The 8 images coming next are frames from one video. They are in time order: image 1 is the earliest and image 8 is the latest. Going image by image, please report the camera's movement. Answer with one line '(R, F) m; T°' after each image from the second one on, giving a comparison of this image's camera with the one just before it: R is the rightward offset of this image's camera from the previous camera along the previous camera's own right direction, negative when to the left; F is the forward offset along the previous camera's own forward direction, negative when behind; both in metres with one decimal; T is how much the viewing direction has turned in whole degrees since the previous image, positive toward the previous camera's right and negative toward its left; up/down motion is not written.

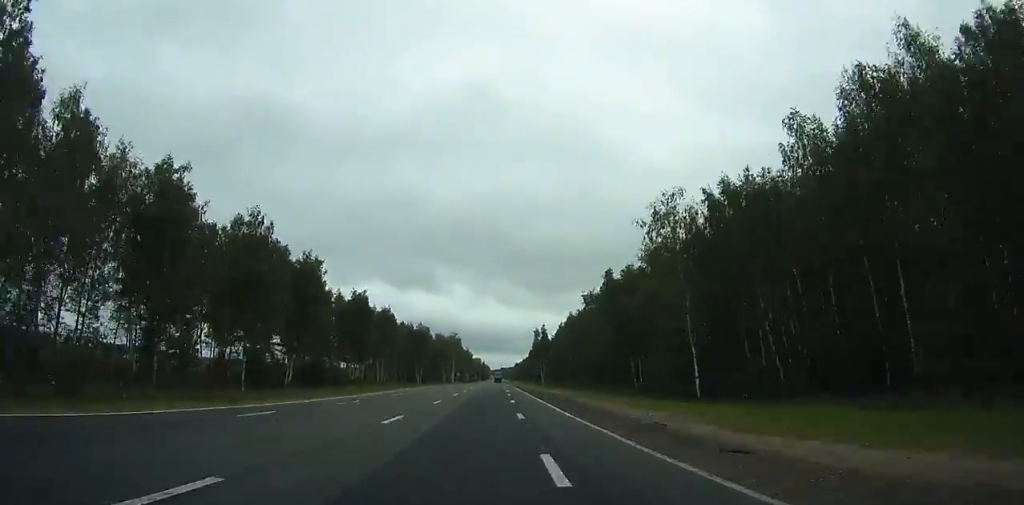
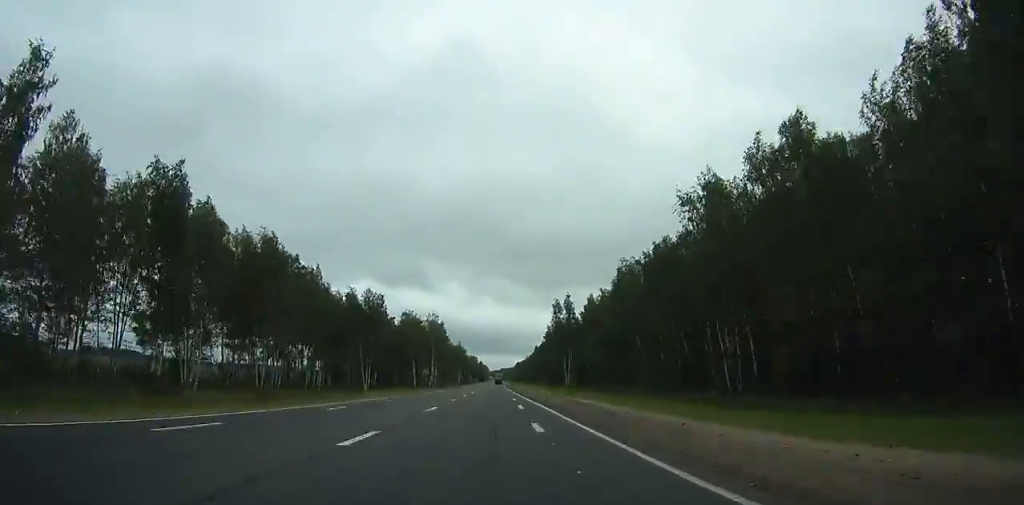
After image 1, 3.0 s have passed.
(+0.3, +76.8) m; 0°
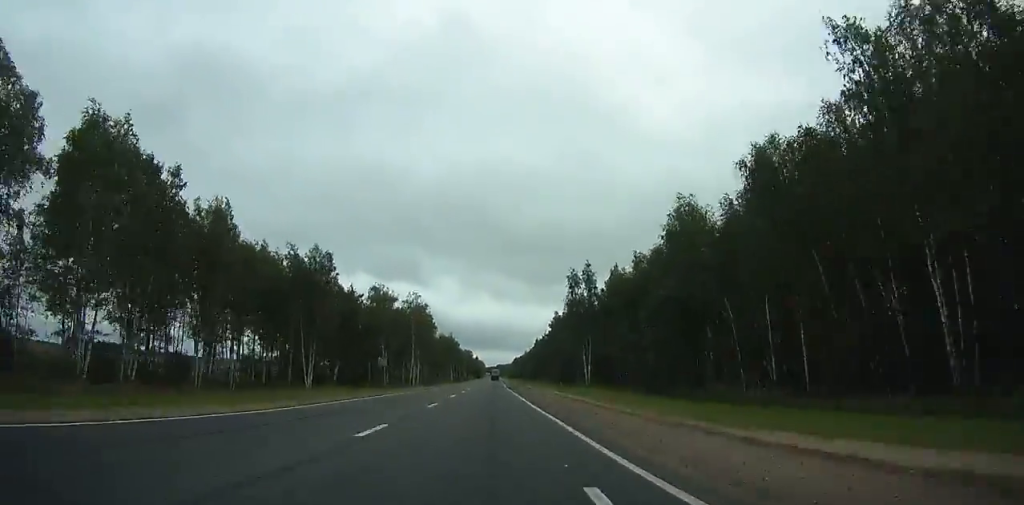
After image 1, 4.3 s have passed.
(+0.1, +33.3) m; 0°
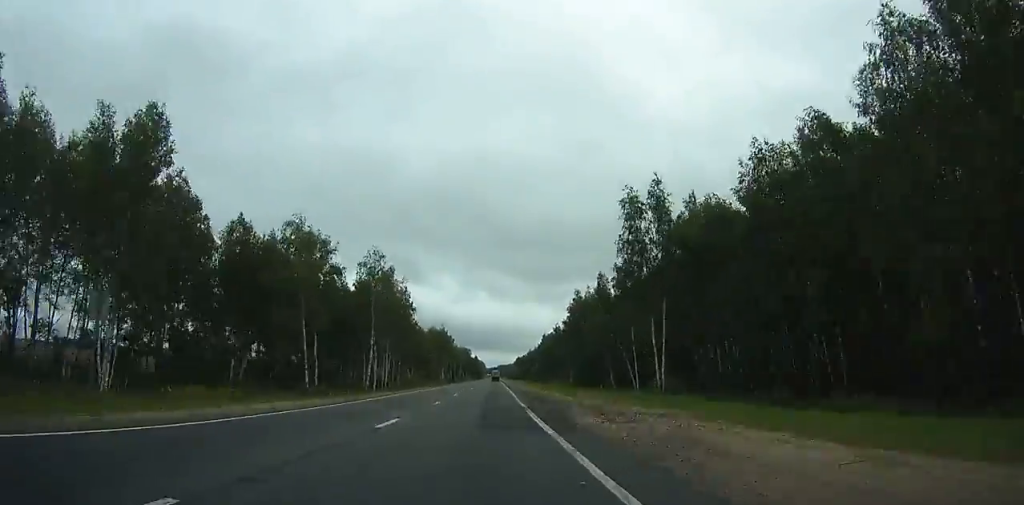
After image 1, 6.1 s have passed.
(+0.1, +46.2) m; 0°
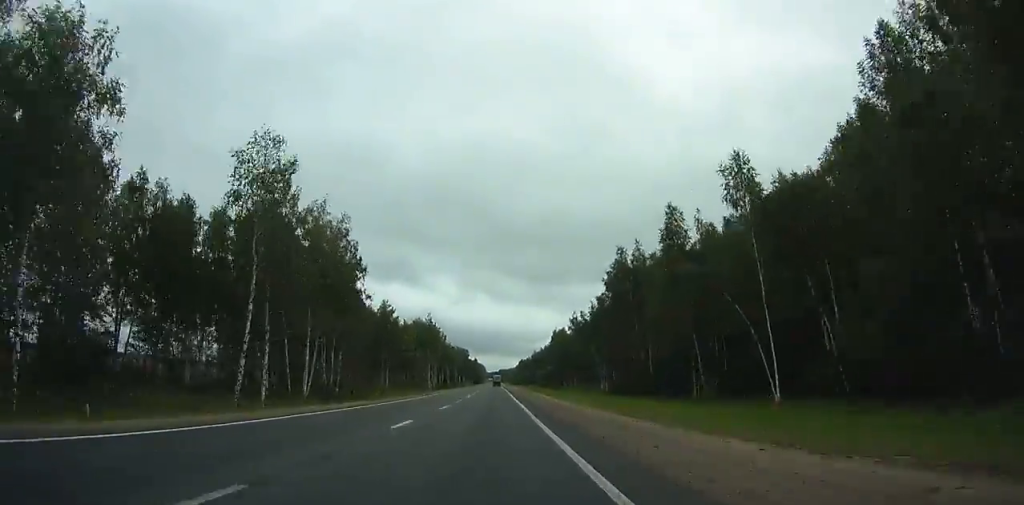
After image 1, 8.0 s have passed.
(+0.1, +47.5) m; 0°
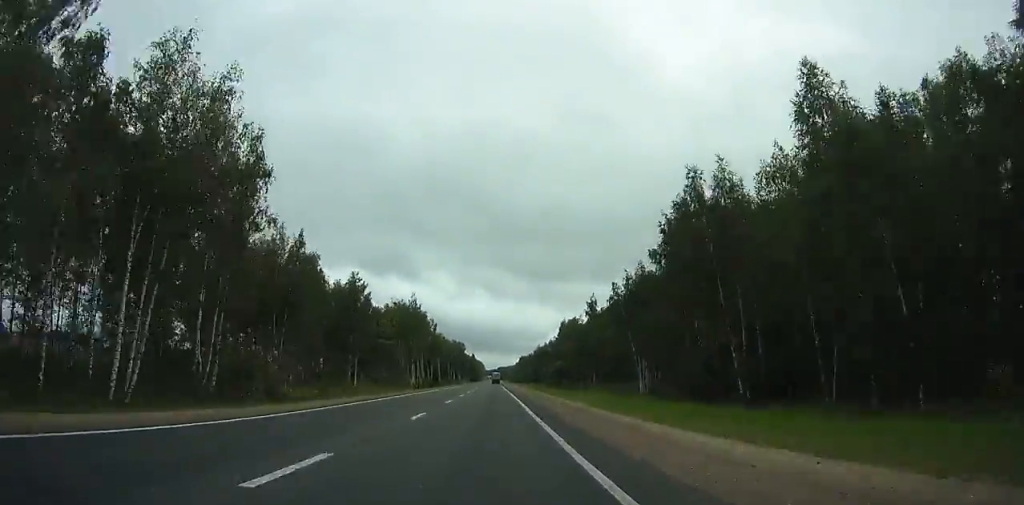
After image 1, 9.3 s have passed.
(+0.1, +32.2) m; 0°
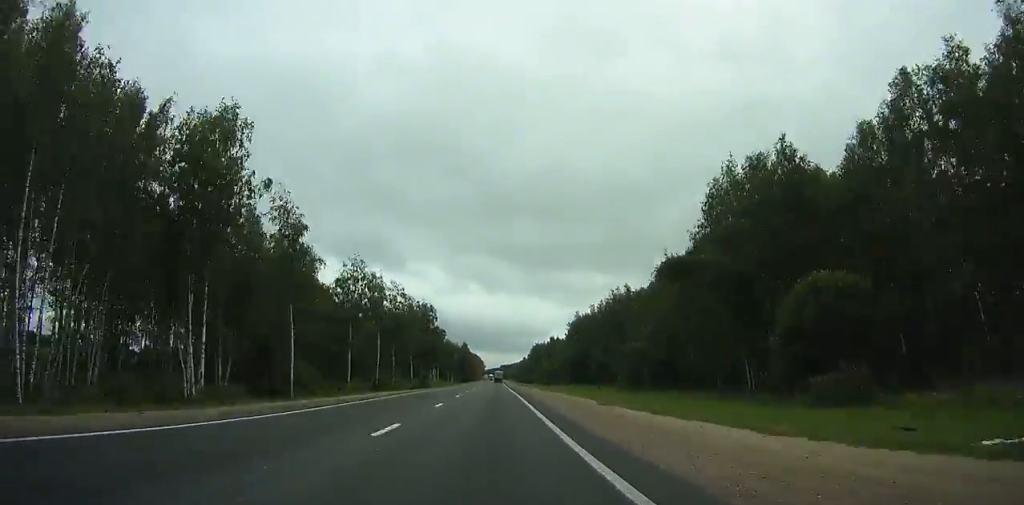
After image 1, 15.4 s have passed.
(-0.5, +152.7) m; 0°
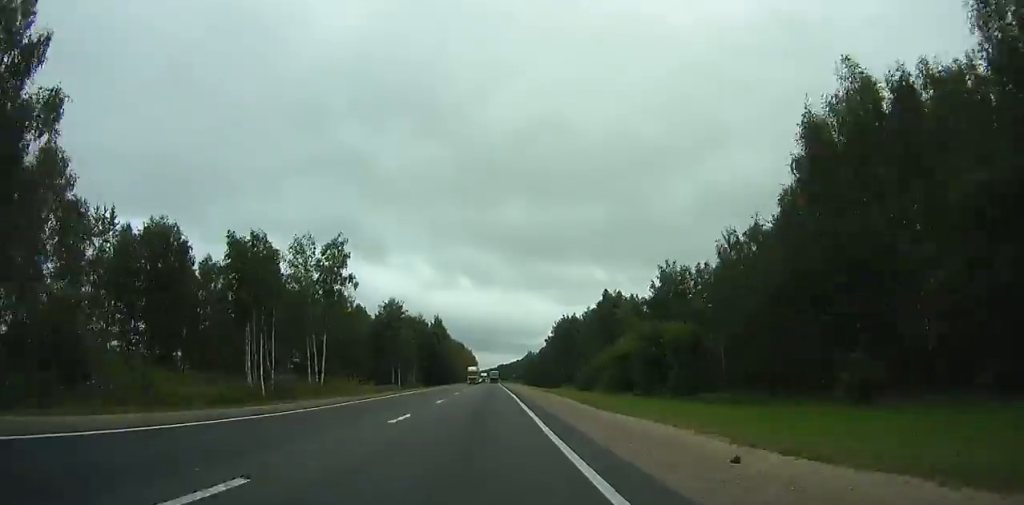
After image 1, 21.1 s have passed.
(+1.4, +149.1) m; +1°
